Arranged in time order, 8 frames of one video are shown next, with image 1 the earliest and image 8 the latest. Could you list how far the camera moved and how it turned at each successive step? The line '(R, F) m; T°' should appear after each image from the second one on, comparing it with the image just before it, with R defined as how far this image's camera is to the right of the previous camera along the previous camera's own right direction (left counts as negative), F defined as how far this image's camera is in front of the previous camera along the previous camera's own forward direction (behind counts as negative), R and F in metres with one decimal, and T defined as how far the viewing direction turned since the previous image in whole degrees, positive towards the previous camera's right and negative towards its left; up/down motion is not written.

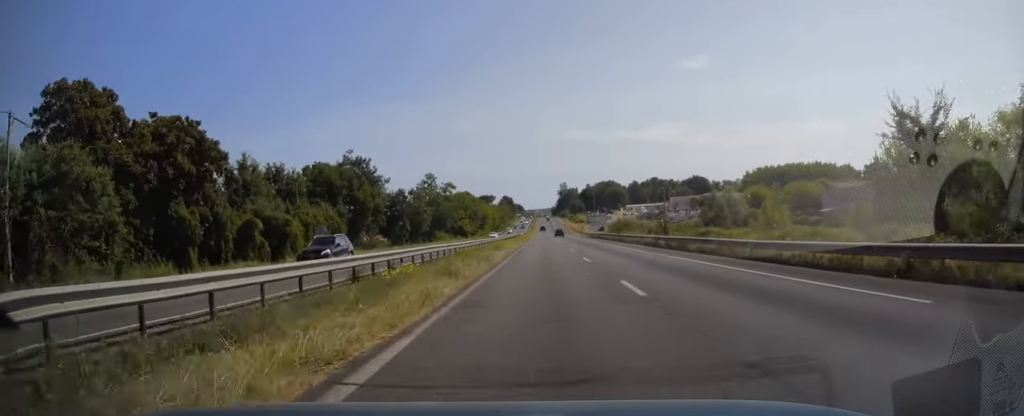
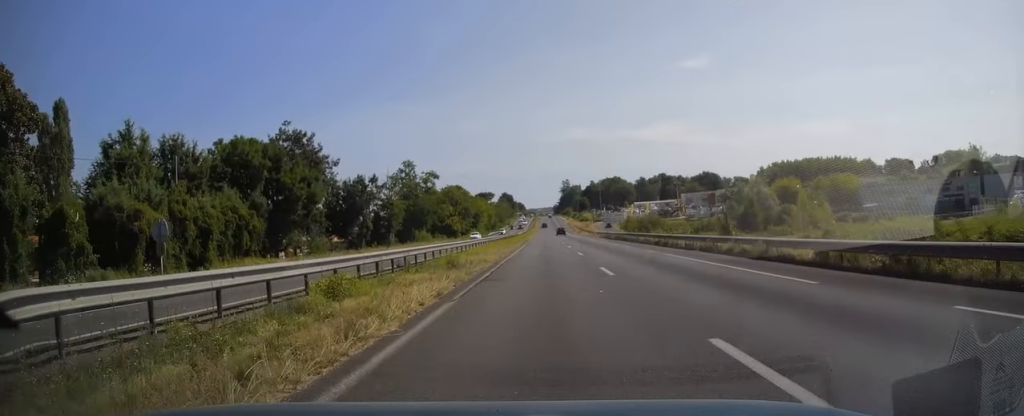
(+0.1, +21.7) m; 0°
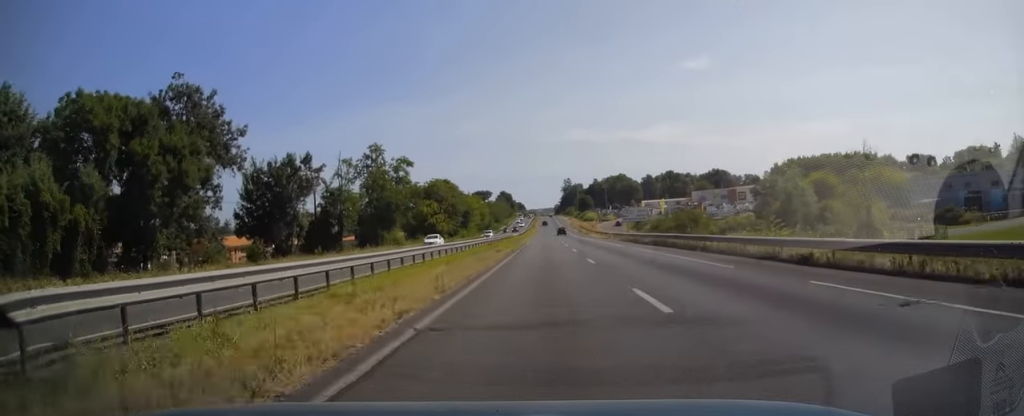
(-0.3, +20.7) m; 0°
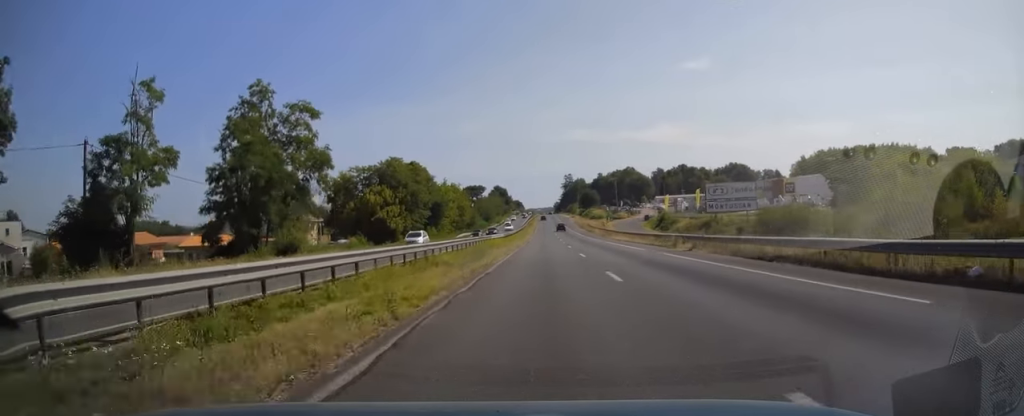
(+0.2, +35.7) m; +1°
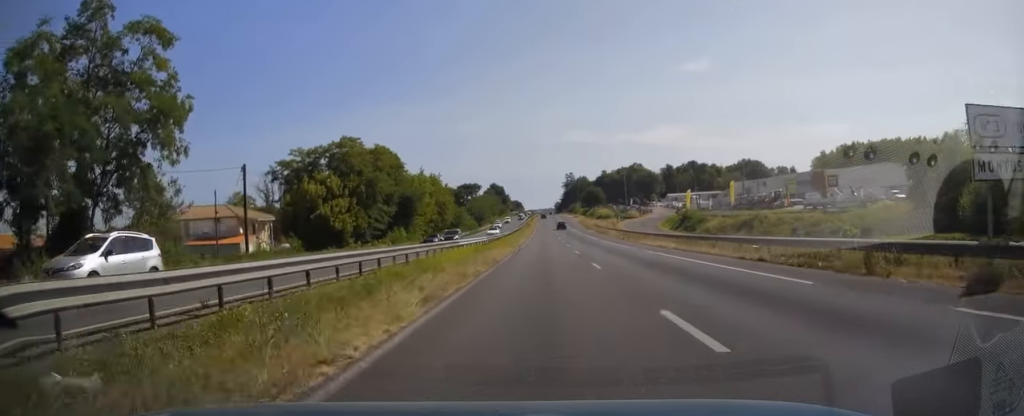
(+0.1, +21.7) m; 0°
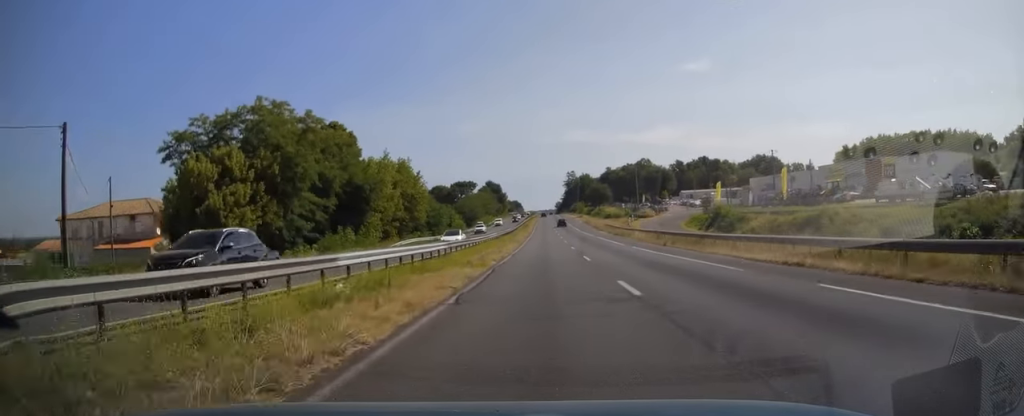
(0.0, +21.2) m; 0°
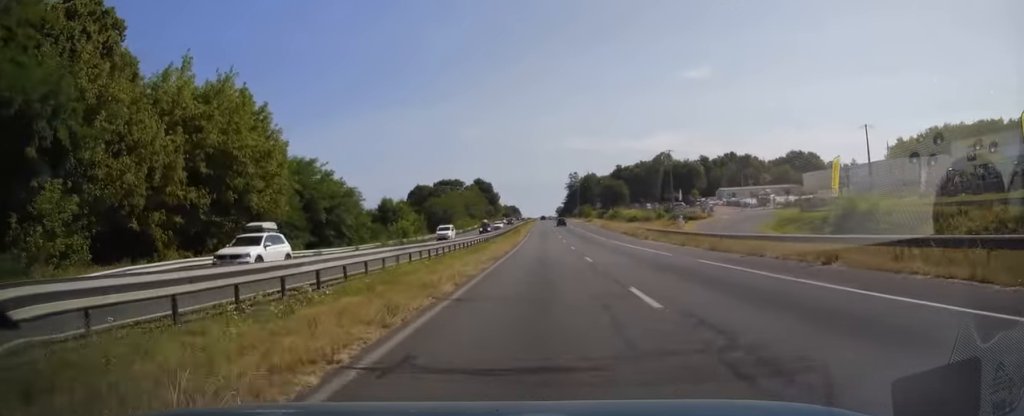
(-0.1, +42.3) m; 0°
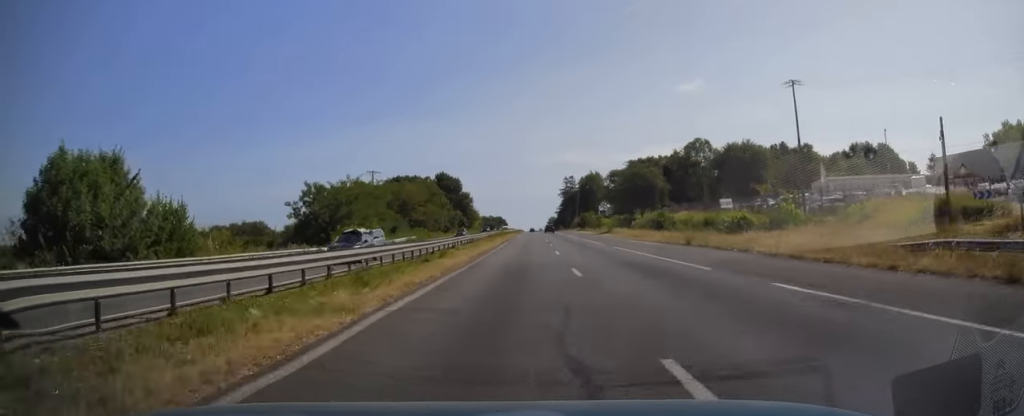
(+0.3, +61.1) m; +1°
